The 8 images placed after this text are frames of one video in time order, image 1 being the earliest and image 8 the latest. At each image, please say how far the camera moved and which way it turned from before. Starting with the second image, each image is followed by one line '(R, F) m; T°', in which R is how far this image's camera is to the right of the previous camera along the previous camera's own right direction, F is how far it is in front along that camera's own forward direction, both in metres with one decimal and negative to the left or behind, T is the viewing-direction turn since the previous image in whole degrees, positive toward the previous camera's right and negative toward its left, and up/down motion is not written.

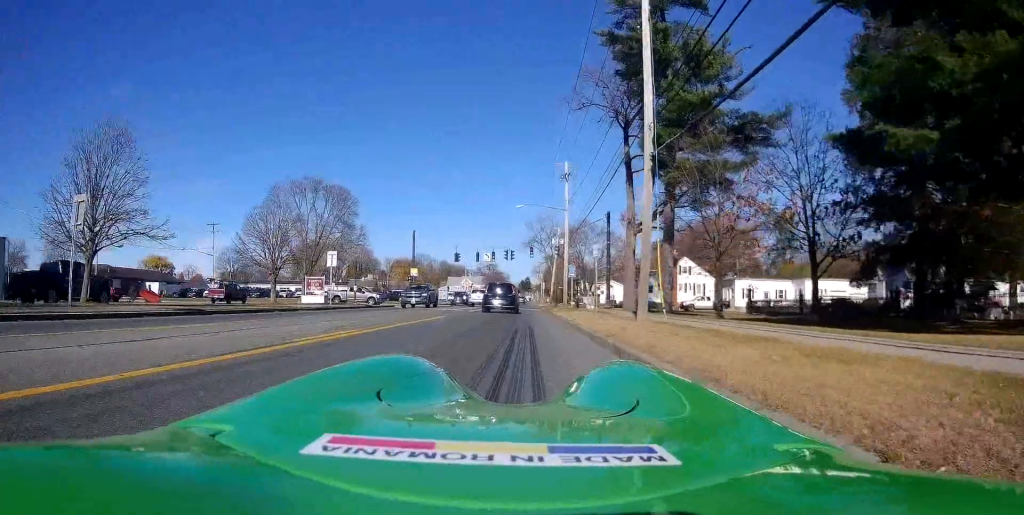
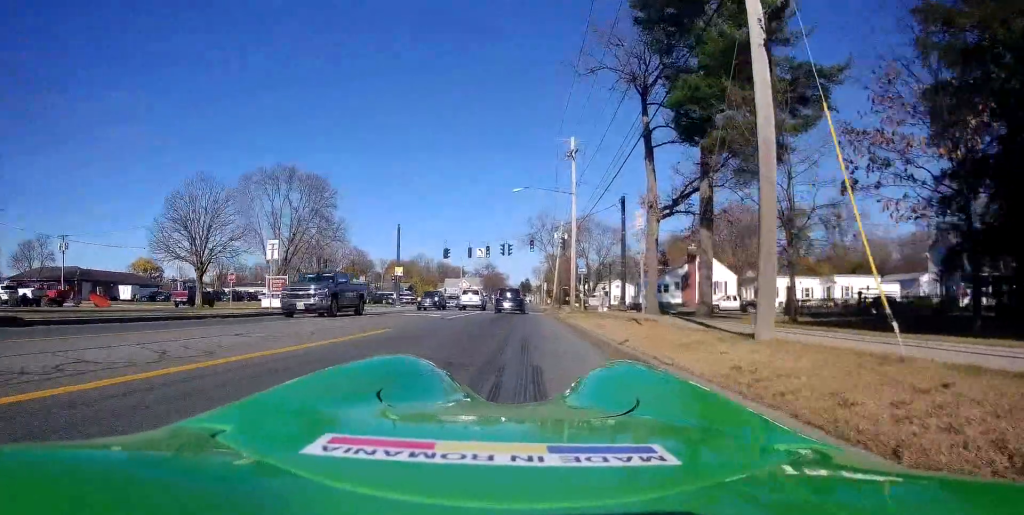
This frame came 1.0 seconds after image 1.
(0.0, +8.7) m; 0°
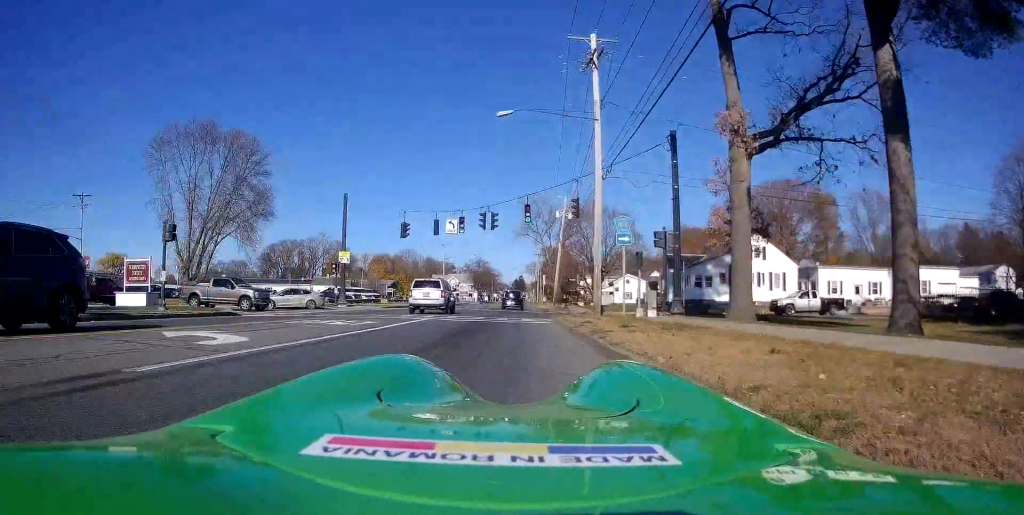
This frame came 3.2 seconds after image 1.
(0.0, +18.5) m; 0°
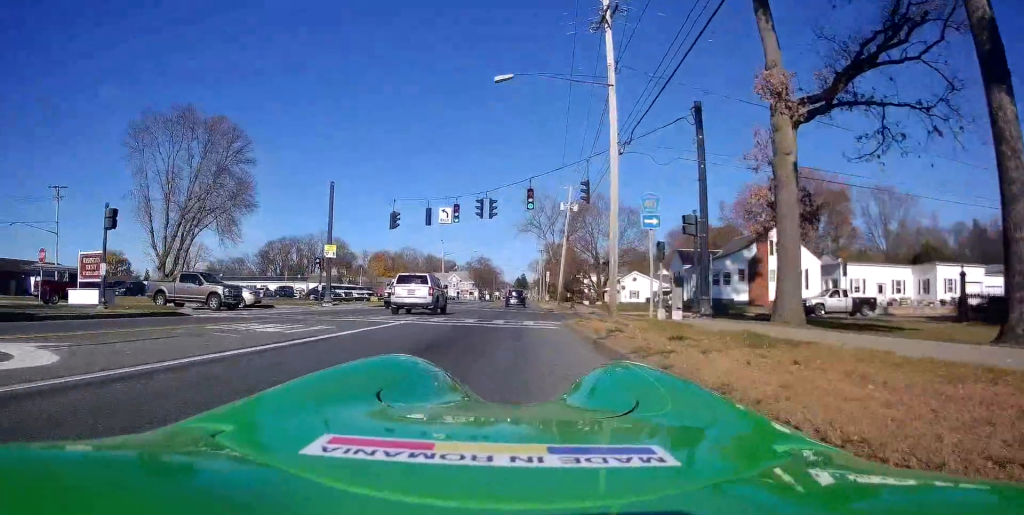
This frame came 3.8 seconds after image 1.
(0.0, +4.1) m; 0°
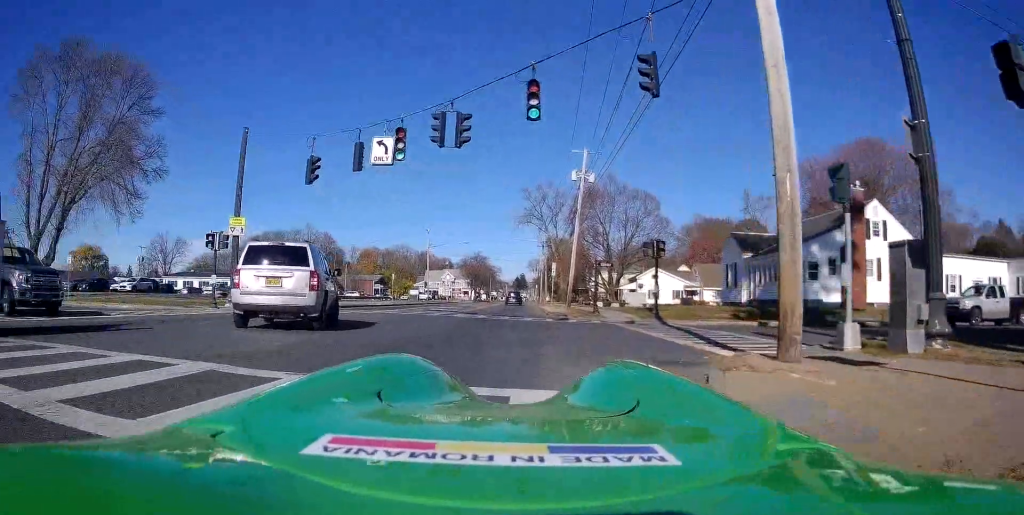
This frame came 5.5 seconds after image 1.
(0.0, +14.7) m; 0°
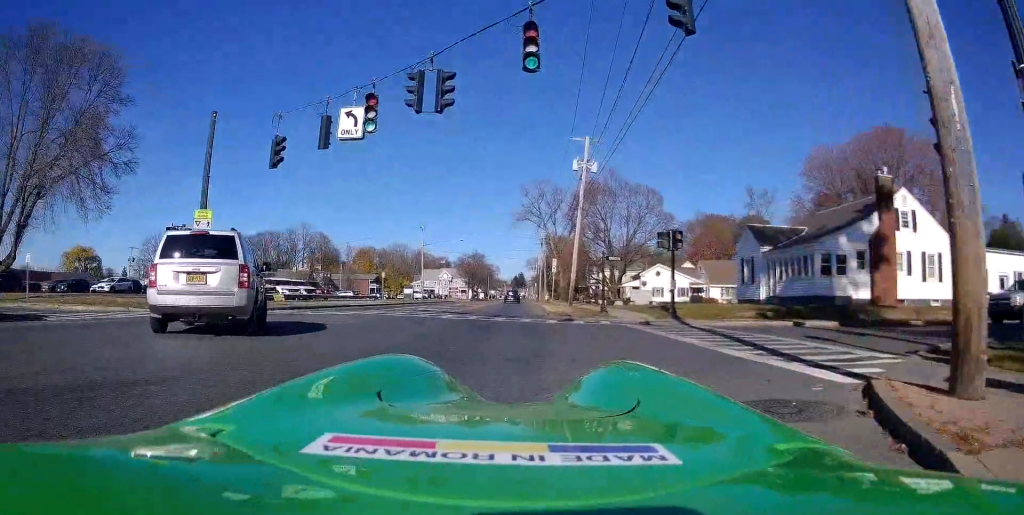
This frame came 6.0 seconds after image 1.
(0.0, +3.4) m; 0°
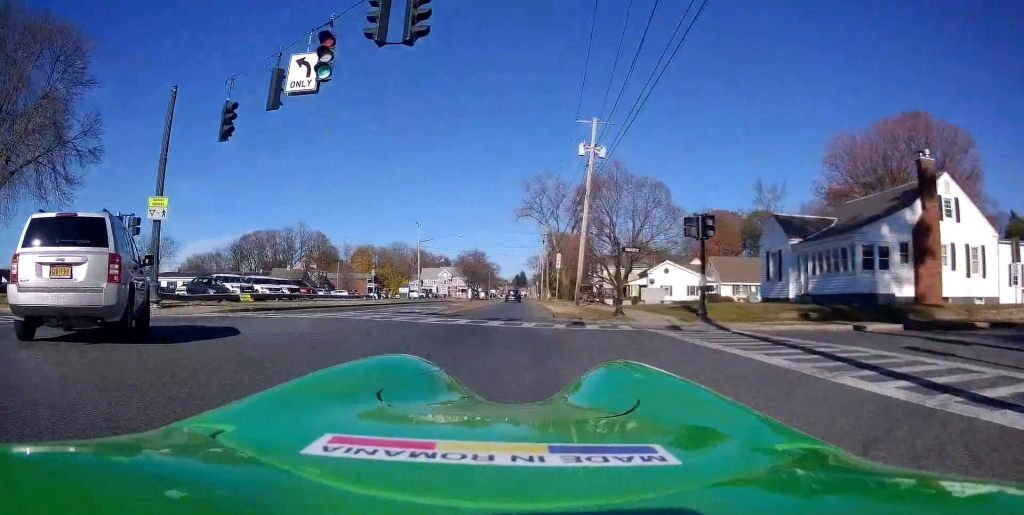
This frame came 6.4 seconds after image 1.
(0.0, +3.8) m; 0°
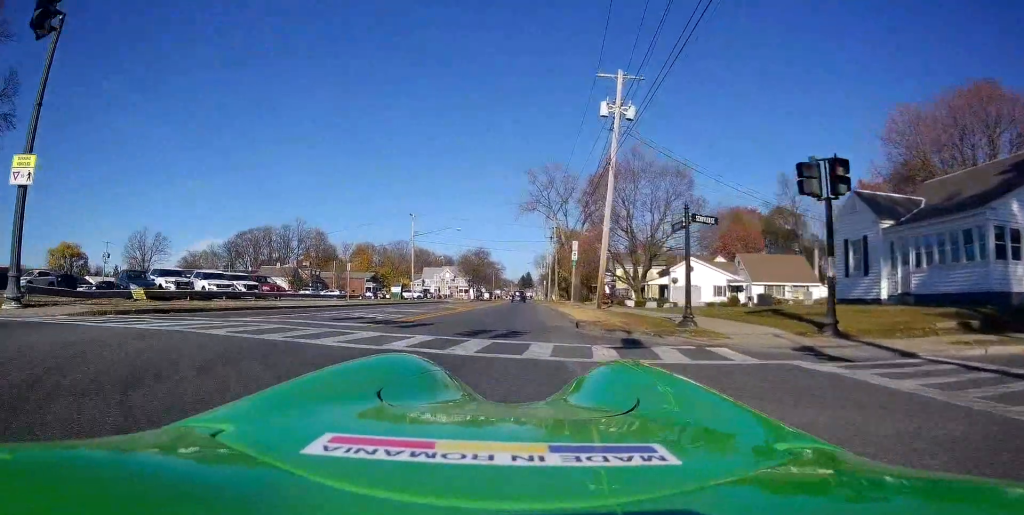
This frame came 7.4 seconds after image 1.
(0.0, +8.3) m; -2°
